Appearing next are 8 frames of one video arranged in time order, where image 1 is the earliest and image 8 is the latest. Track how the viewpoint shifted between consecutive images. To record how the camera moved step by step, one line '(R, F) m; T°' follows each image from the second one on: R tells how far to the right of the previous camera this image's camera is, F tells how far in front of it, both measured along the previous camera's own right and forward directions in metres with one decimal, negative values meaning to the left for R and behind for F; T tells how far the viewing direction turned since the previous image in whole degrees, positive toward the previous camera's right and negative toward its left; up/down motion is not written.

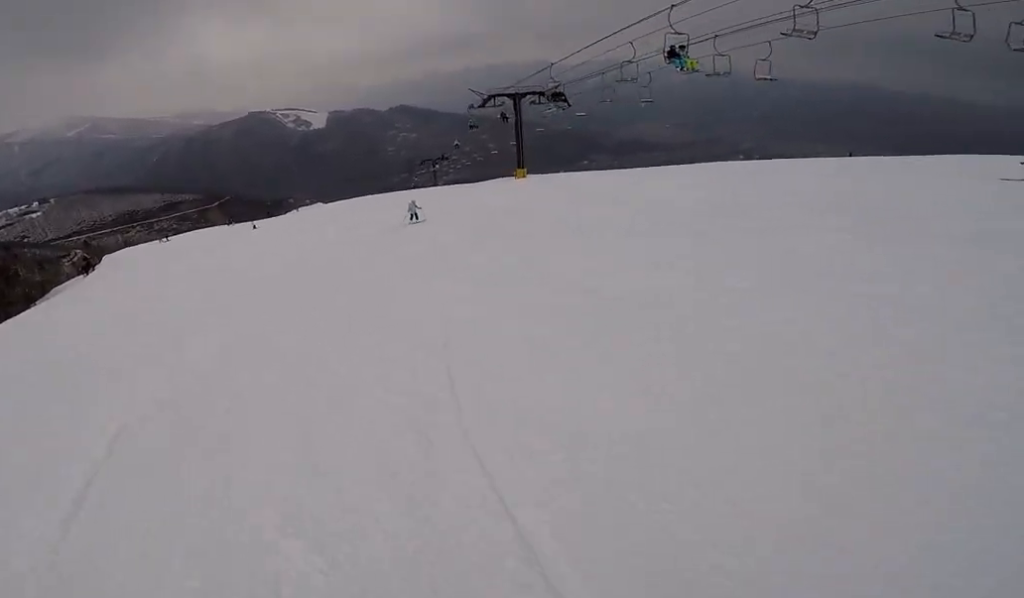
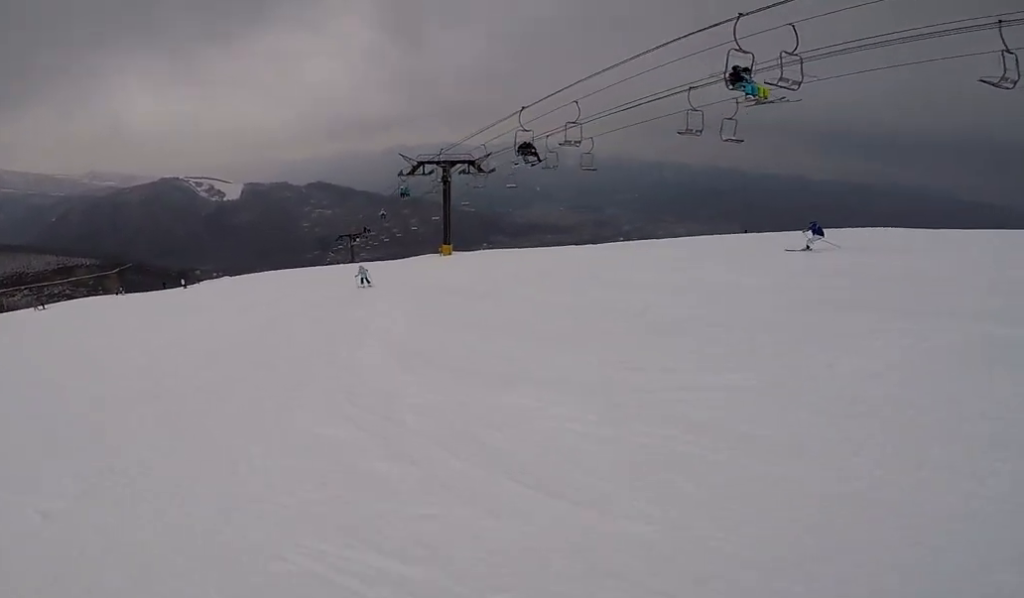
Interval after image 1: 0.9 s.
(+0.7, +6.2) m; +12°
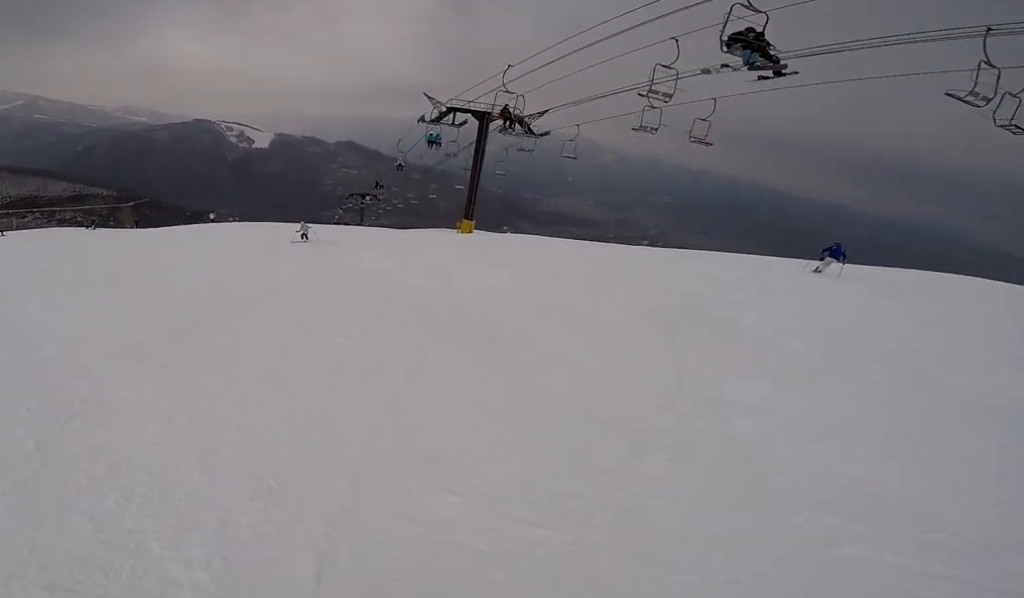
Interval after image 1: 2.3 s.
(+0.9, +11.4) m; -7°
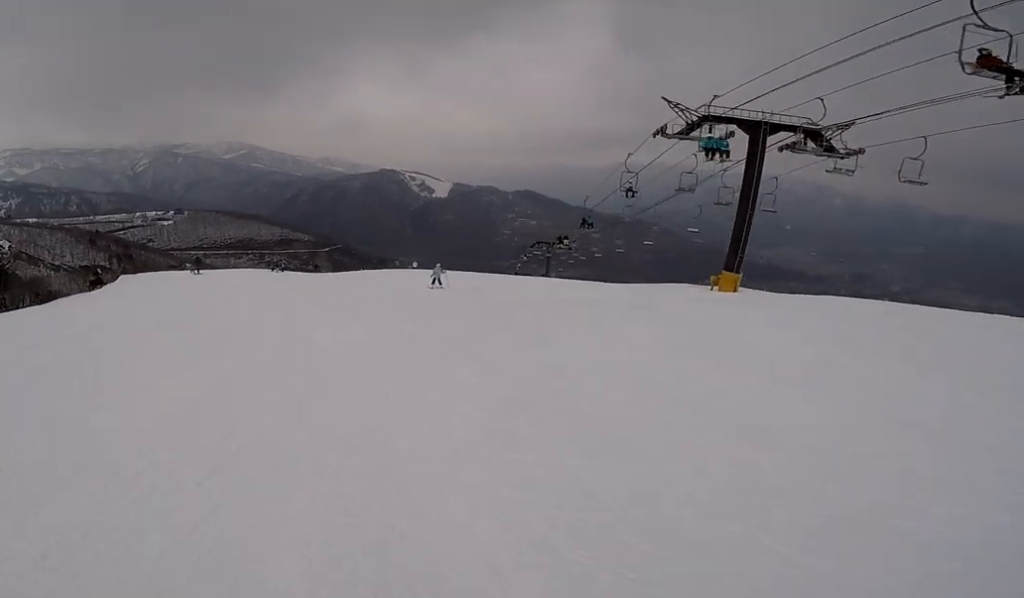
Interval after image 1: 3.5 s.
(-1.8, +8.6) m; -20°
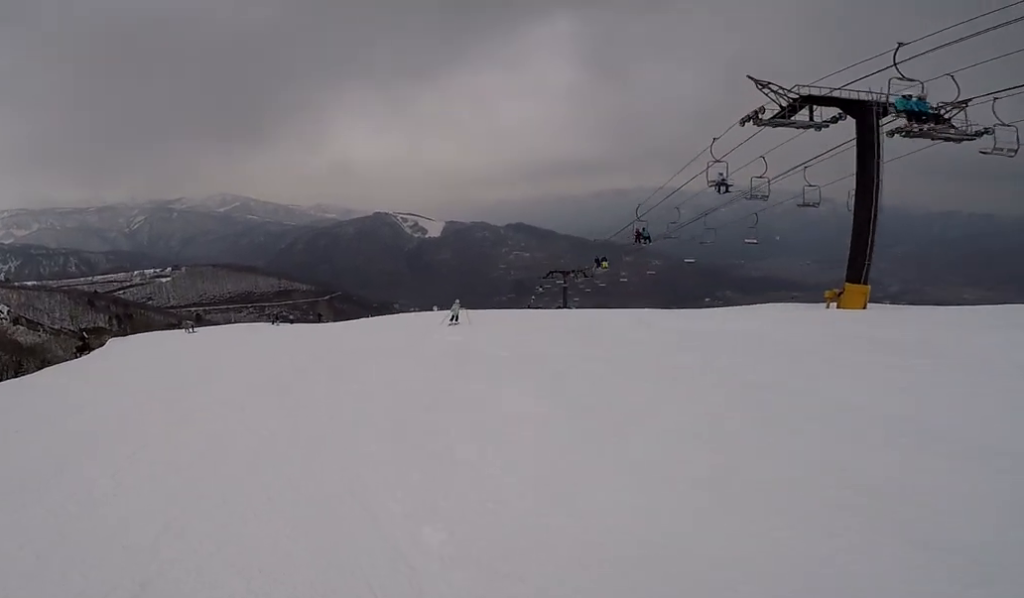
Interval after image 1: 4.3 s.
(-0.5, +6.4) m; +2°
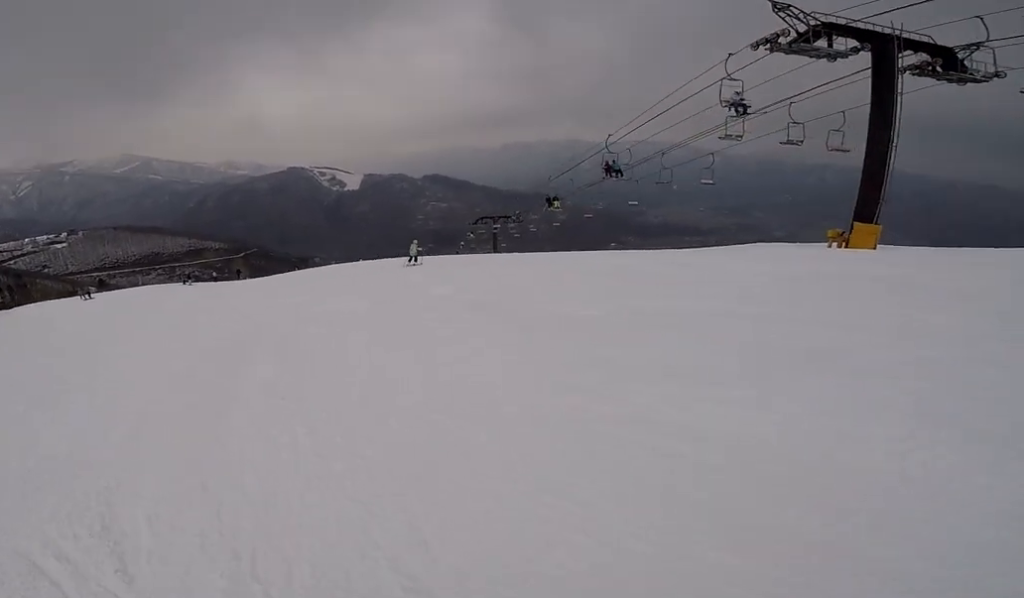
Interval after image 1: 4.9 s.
(0.0, +4.6) m; +8°
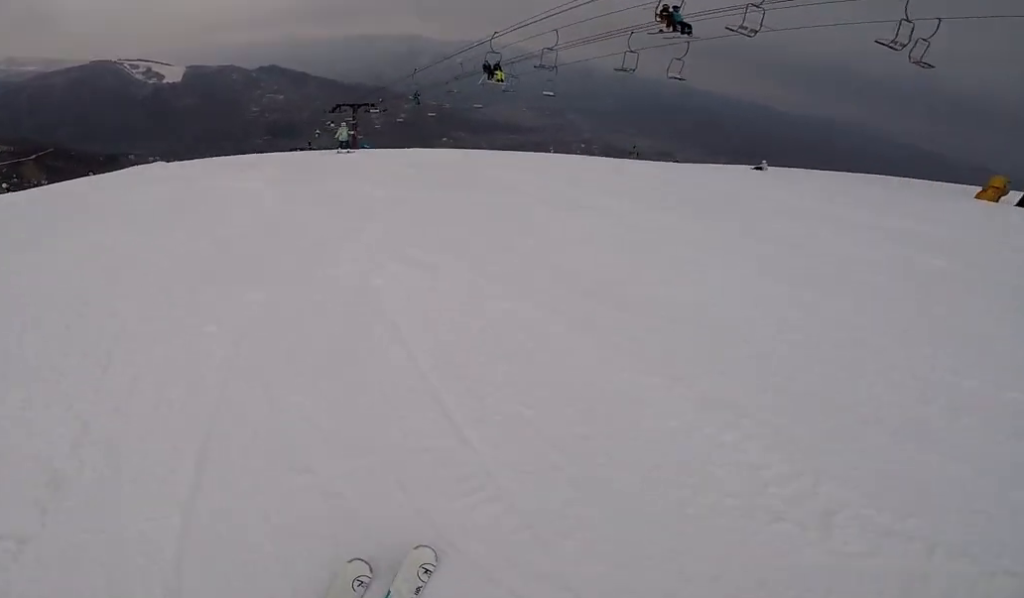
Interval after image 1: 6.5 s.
(+4.2, +11.4) m; +30°
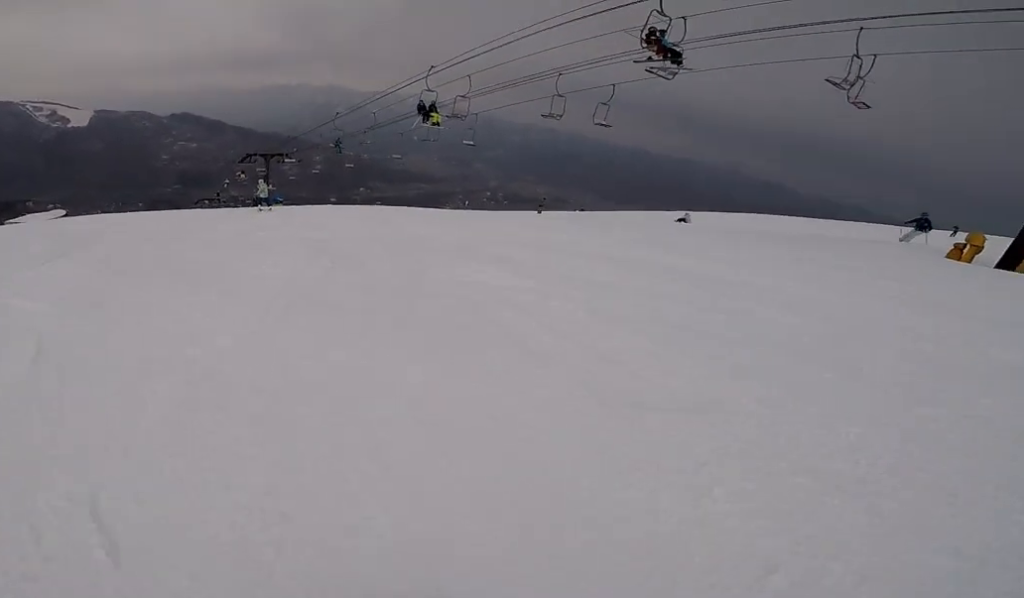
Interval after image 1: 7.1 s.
(0.0, +3.9) m; -1°
